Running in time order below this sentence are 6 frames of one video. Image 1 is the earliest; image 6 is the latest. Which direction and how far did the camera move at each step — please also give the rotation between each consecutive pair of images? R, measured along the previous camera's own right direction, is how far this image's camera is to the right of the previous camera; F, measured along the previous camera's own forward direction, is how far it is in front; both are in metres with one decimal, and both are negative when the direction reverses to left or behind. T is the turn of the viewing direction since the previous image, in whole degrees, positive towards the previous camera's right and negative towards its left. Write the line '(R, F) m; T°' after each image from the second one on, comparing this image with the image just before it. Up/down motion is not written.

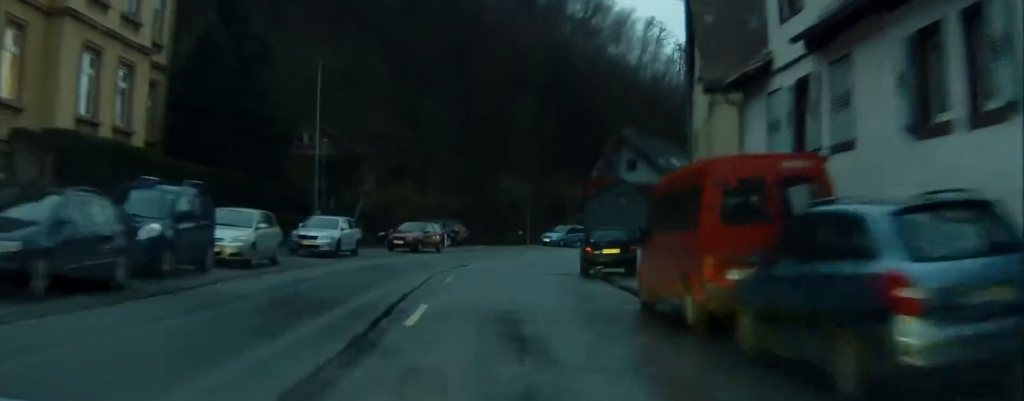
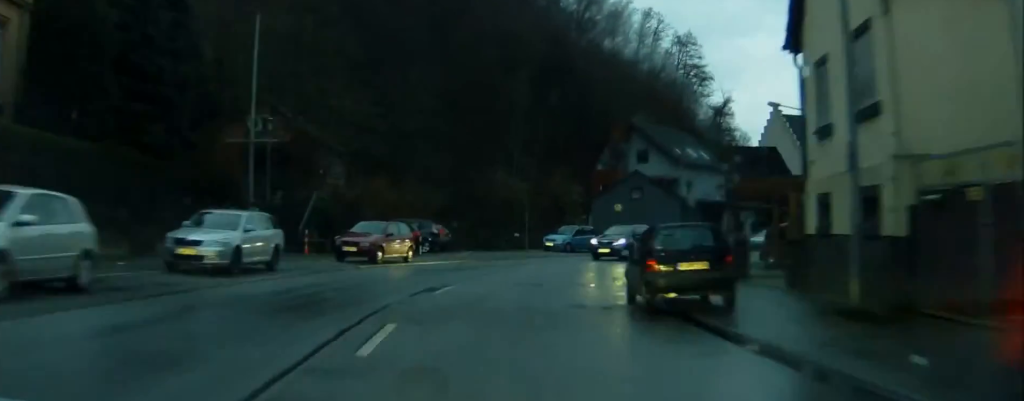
(0.0, +10.7) m; +2°
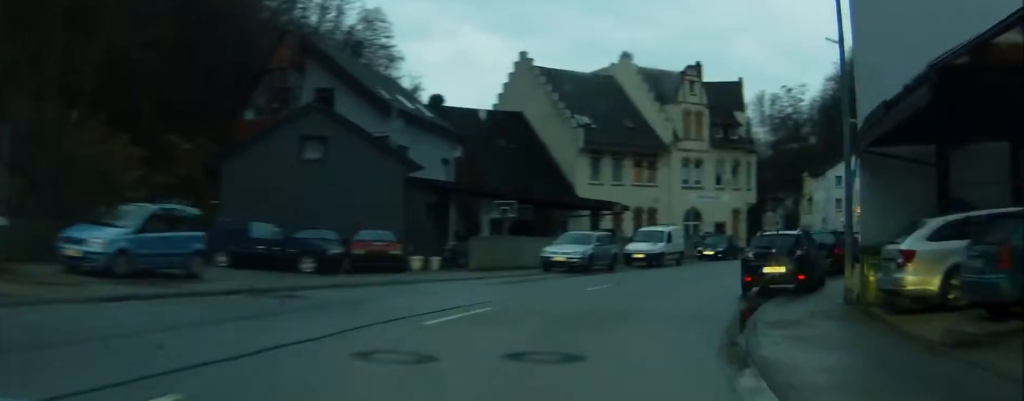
(+2.5, +32.8) m; +18°
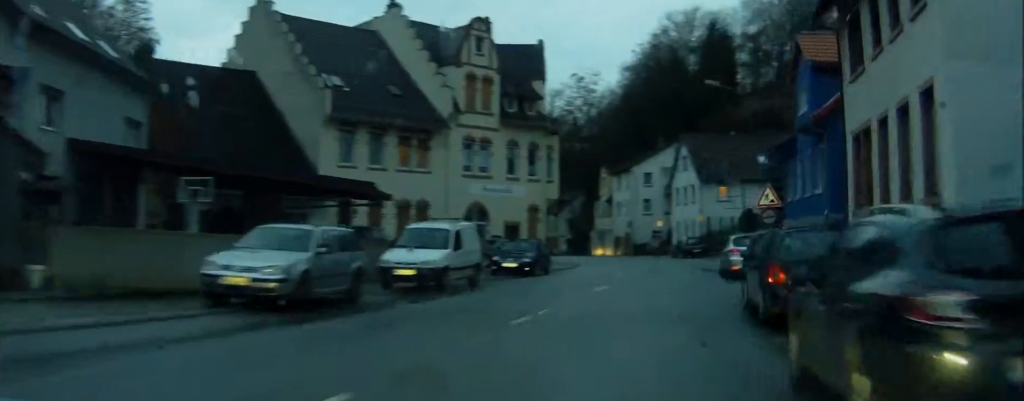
(+3.0, +16.3) m; +13°
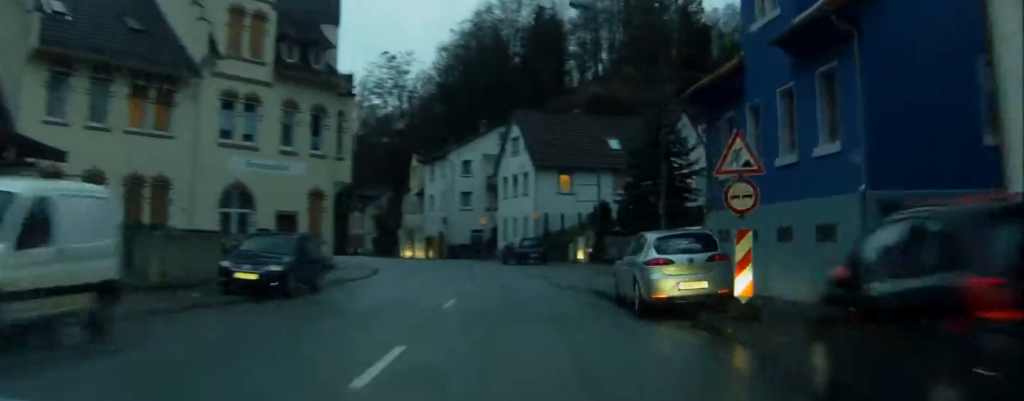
(+1.2, +13.0) m; +6°
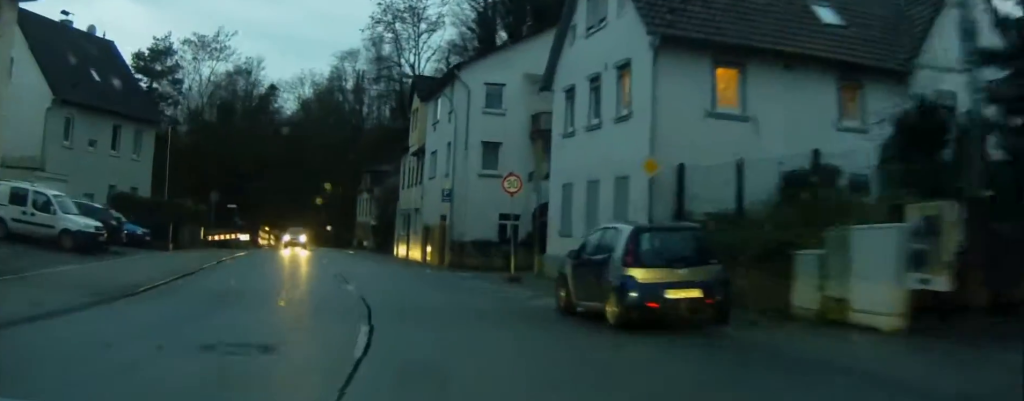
(+2.2, +32.8) m; +1°
